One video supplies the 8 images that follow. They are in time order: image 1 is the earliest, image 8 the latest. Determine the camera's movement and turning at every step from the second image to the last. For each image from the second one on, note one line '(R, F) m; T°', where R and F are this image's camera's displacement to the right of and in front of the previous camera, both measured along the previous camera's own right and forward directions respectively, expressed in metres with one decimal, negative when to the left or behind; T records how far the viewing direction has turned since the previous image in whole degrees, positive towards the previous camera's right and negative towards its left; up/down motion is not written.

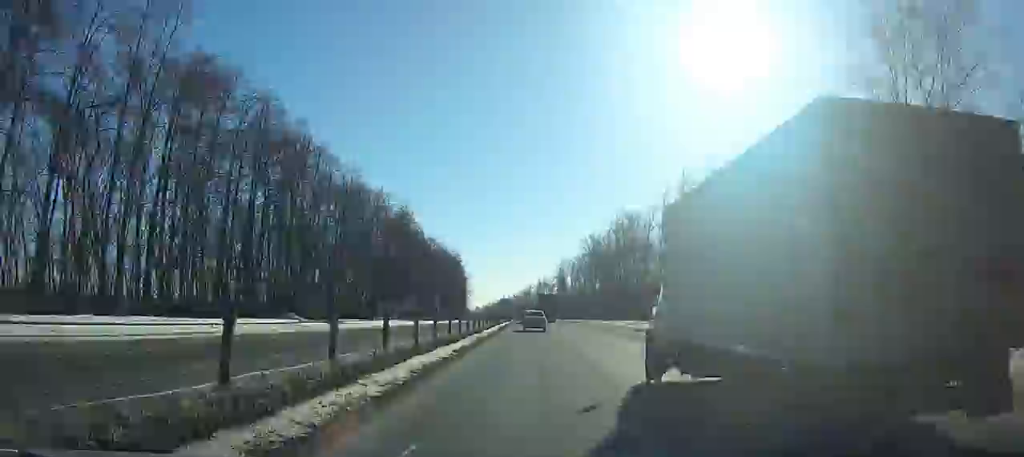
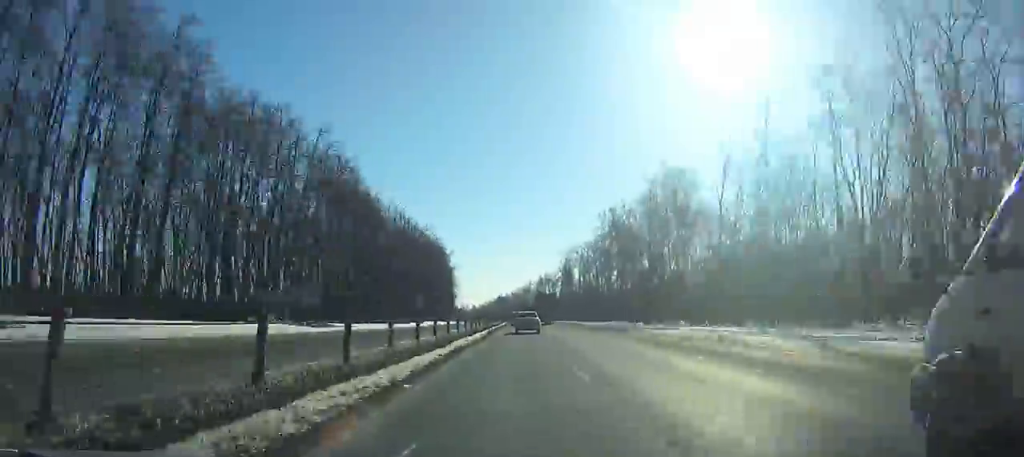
(+0.2, +39.9) m; 0°
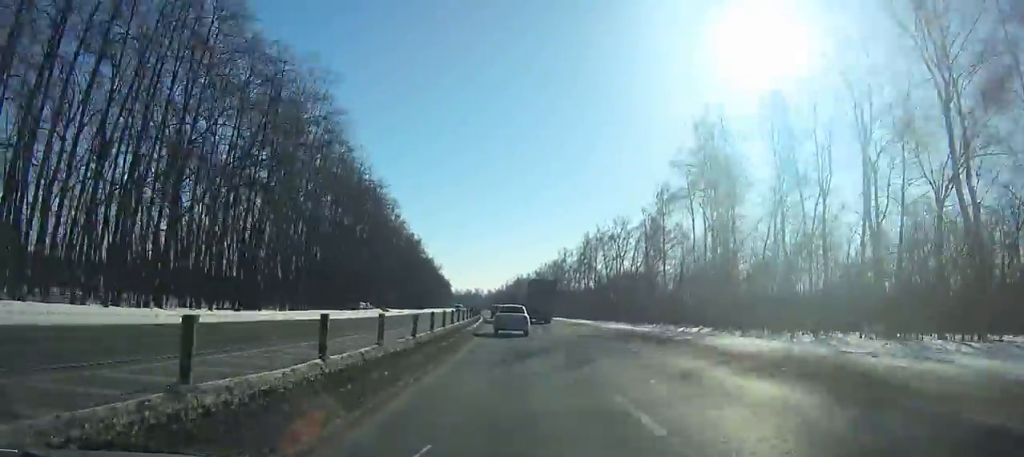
(-1.1, +135.5) m; -3°
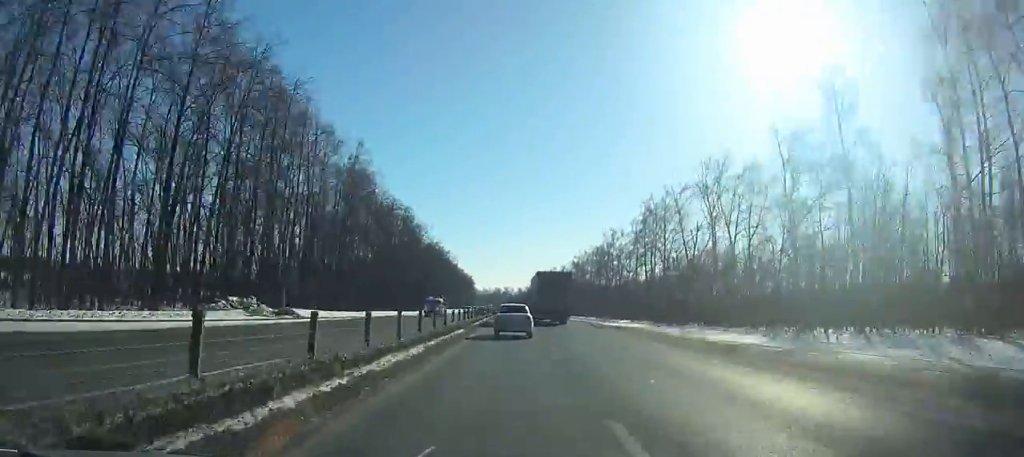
(-0.9, +49.9) m; -2°
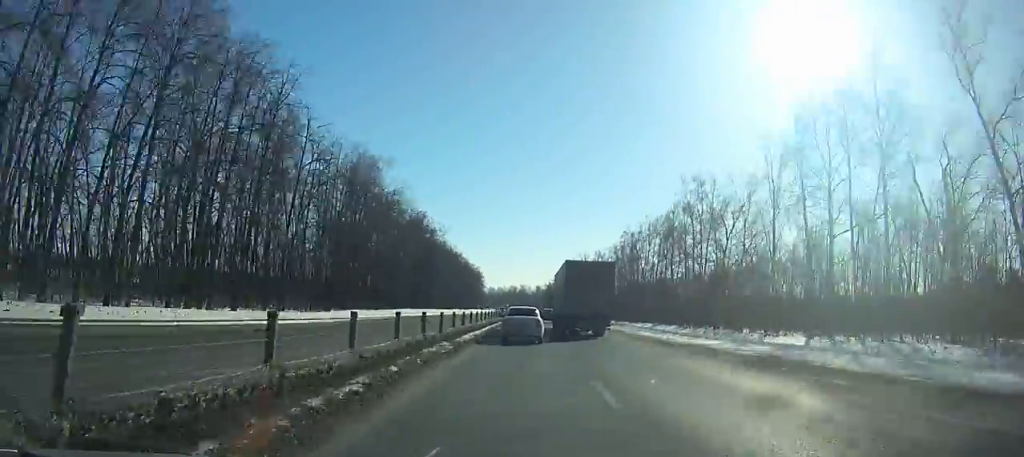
(-1.8, +65.8) m; -1°
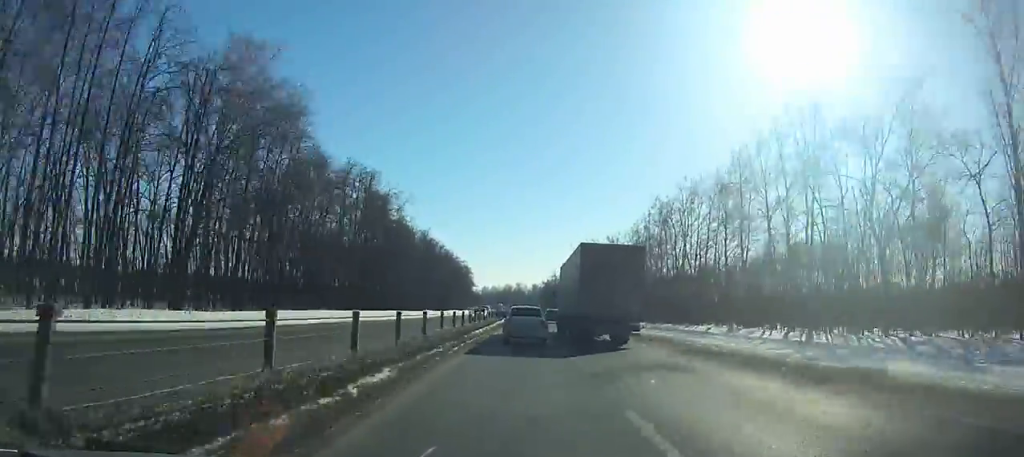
(-0.3, +38.2) m; 0°
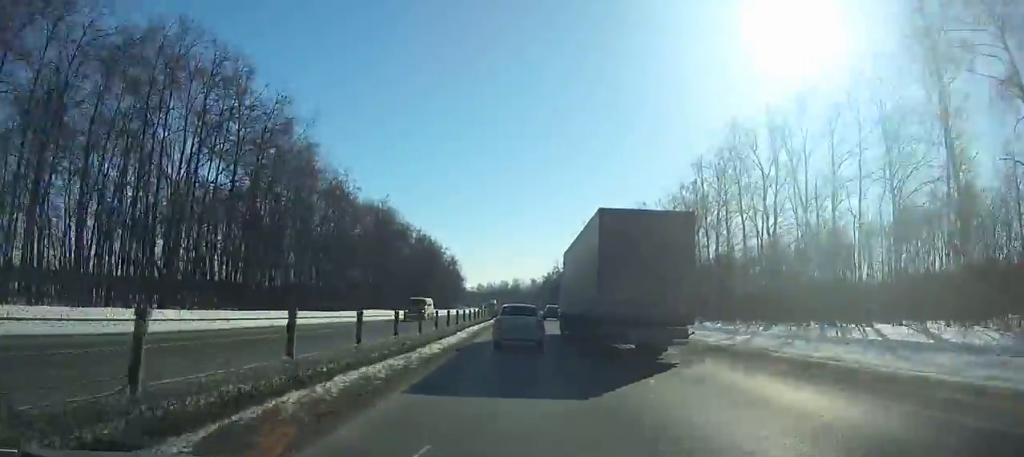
(+0.2, +40.9) m; 0°
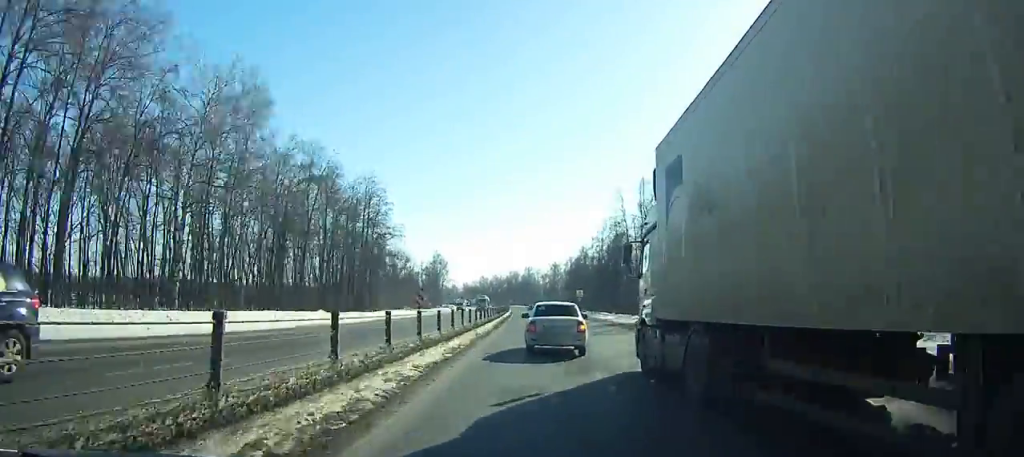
(-0.1, +138.8) m; -1°
